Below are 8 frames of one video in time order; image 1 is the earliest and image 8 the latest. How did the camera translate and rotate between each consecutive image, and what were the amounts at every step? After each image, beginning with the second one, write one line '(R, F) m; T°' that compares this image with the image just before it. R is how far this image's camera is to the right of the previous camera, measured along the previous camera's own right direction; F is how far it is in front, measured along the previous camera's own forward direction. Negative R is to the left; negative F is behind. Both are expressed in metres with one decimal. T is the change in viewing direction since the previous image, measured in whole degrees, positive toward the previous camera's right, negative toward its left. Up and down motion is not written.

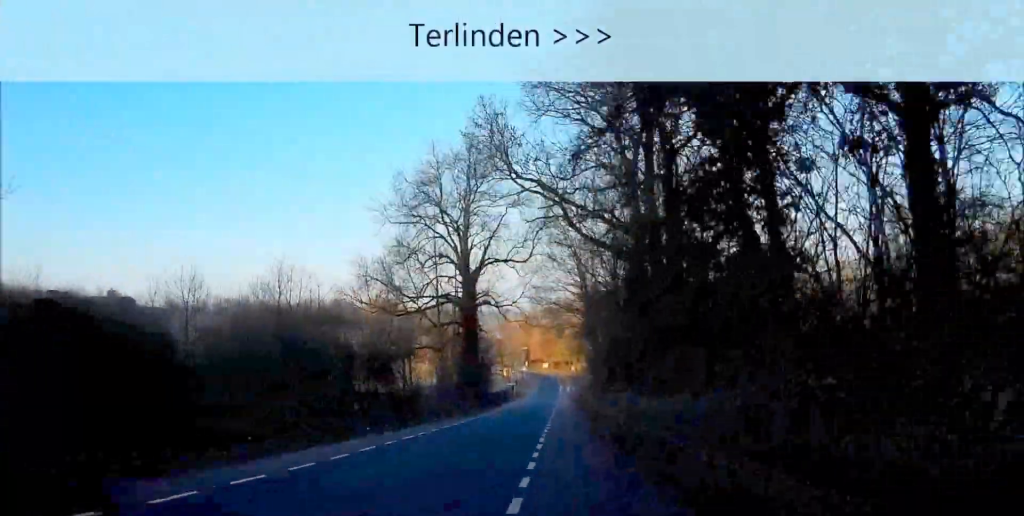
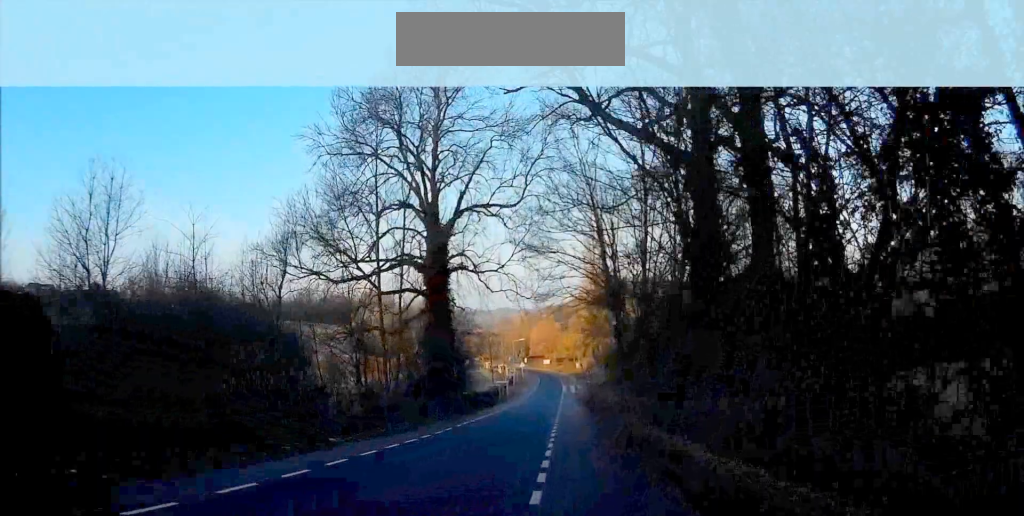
(+0.5, +18.4) m; +1°
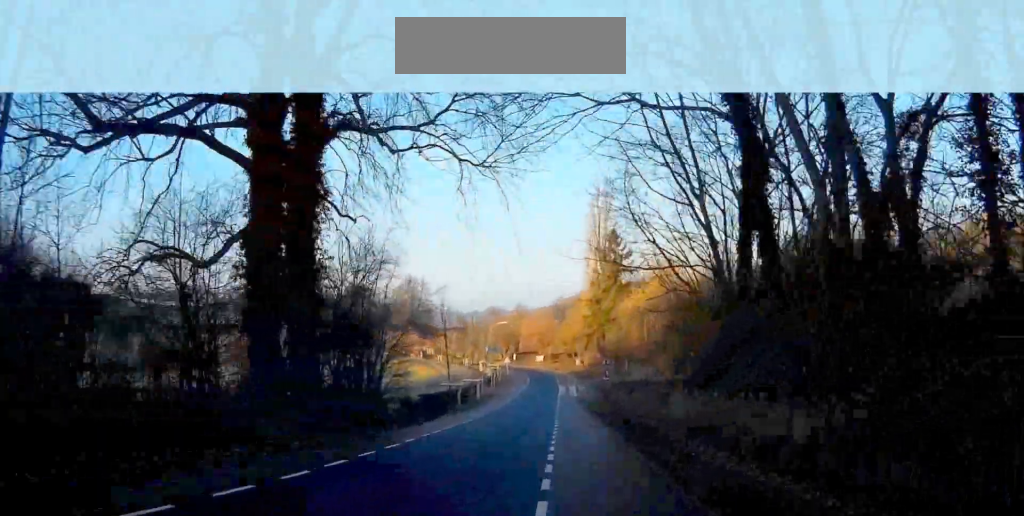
(+0.4, +25.9) m; +1°
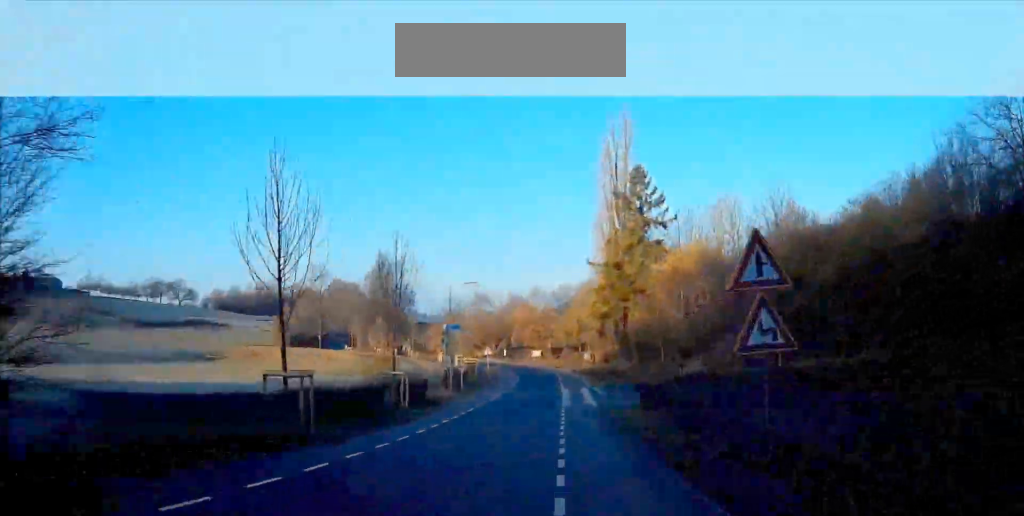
(+0.2, +27.3) m; 0°
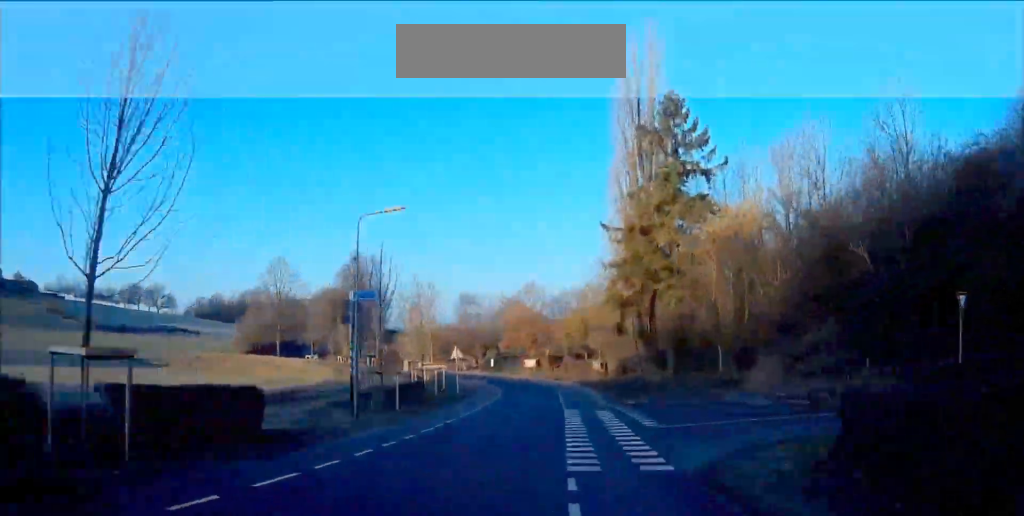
(+0.1, +20.2) m; -1°
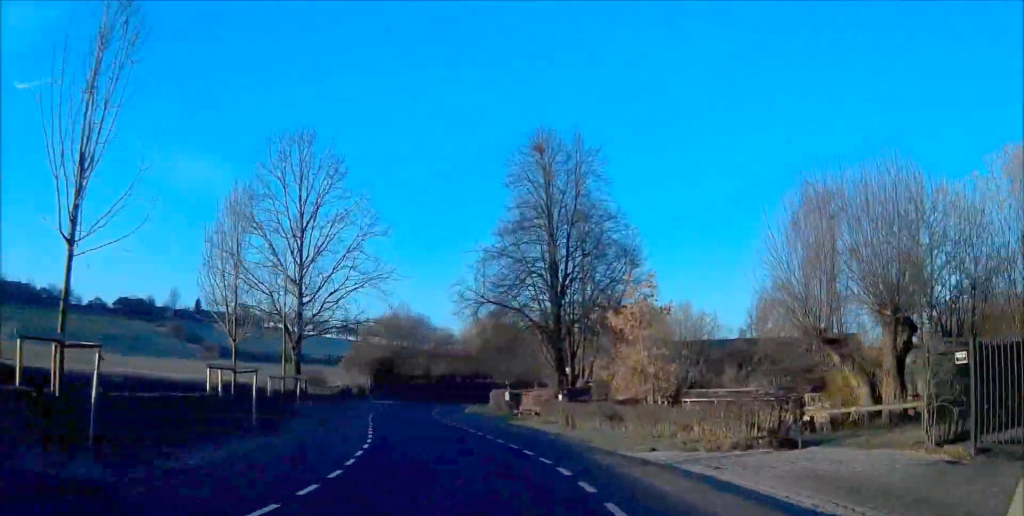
(-19.2, +74.8) m; -32°
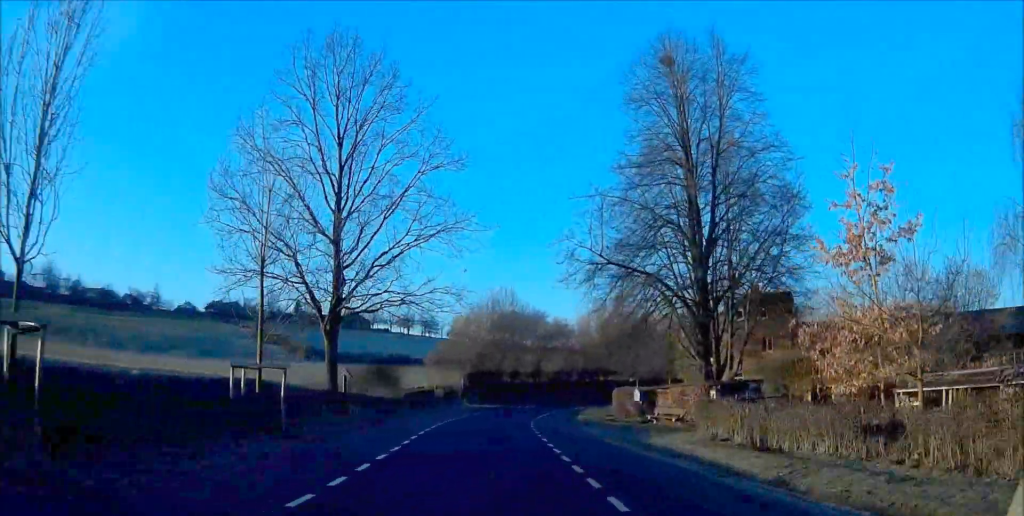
(-1.8, +14.1) m; -2°
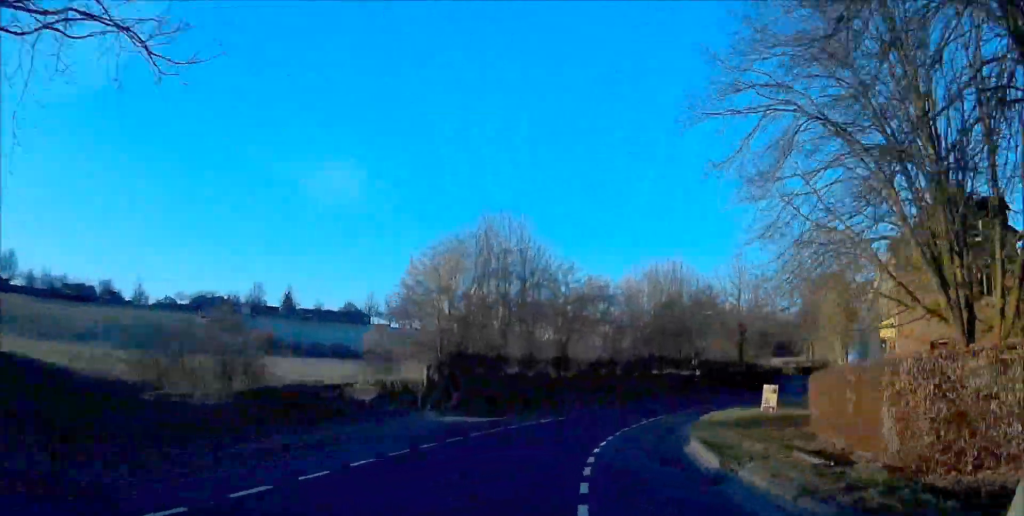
(+0.2, +27.9) m; +6°
